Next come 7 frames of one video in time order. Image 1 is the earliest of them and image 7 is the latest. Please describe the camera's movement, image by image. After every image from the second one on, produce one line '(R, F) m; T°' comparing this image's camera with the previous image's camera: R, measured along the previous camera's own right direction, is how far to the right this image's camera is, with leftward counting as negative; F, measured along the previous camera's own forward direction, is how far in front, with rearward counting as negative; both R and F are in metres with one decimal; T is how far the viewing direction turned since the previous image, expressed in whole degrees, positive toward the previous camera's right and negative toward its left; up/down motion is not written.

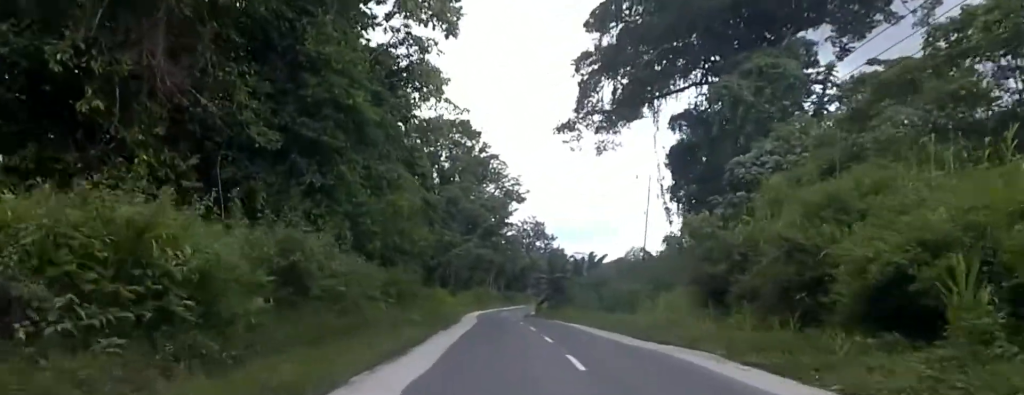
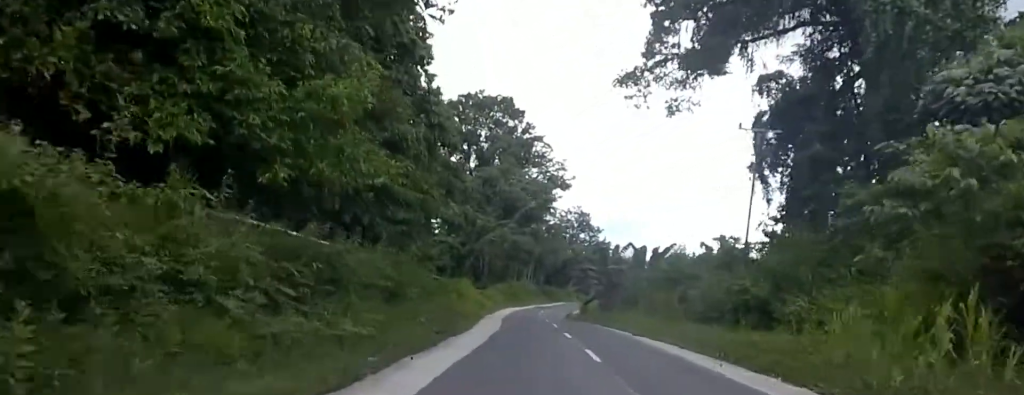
(0.0, +11.7) m; +1°
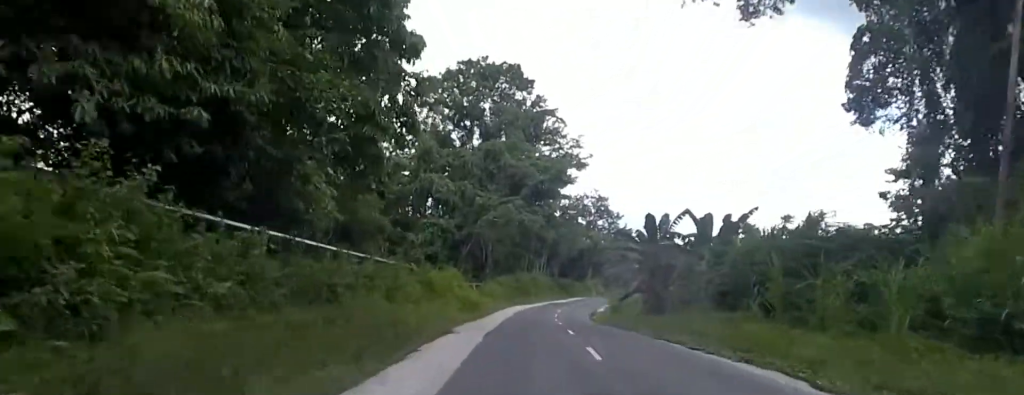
(+0.4, +15.4) m; -3°
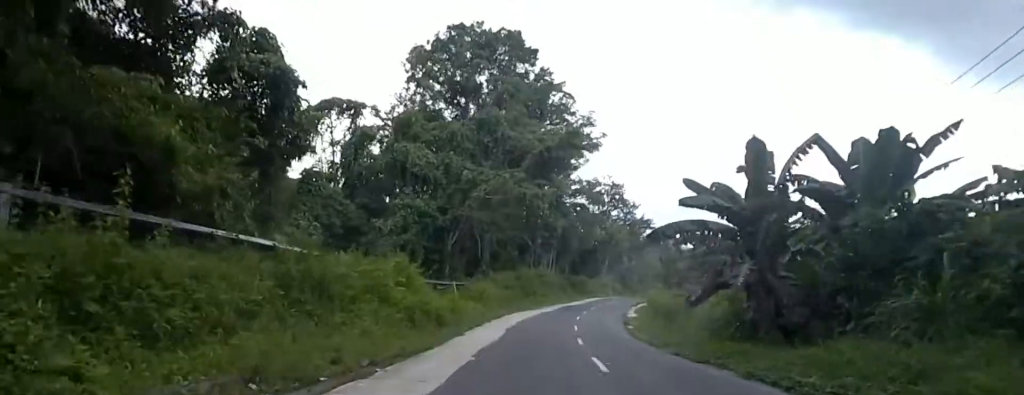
(-1.8, +16.0) m; -6°
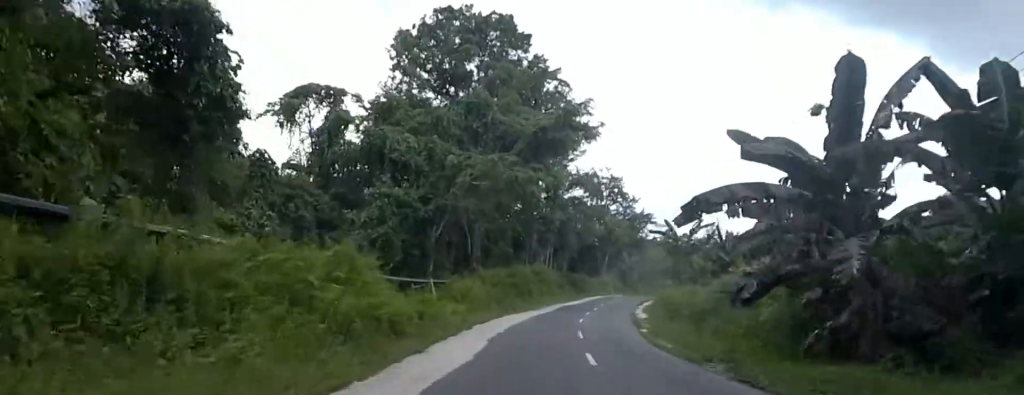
(+0.3, +6.1) m; +1°
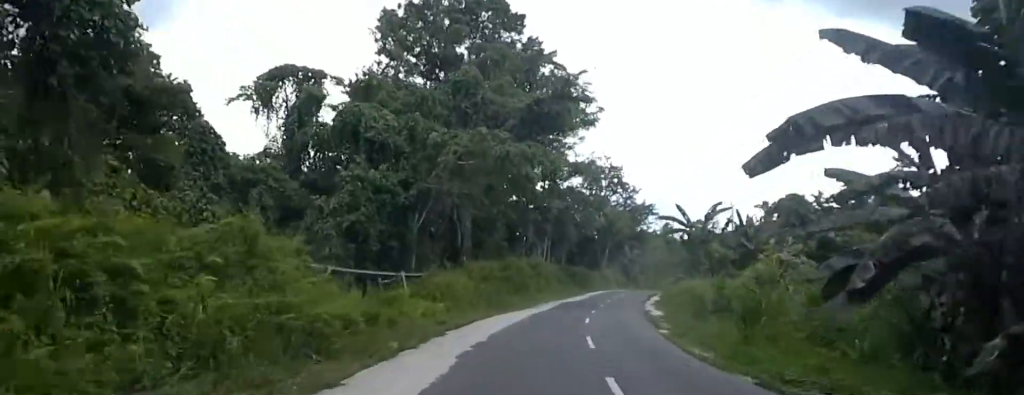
(+0.4, +5.7) m; +2°
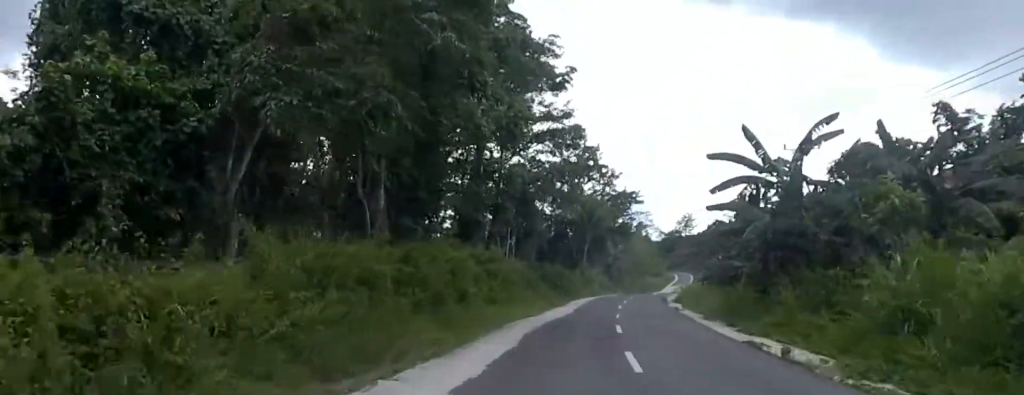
(-0.1, +20.6) m; +4°
